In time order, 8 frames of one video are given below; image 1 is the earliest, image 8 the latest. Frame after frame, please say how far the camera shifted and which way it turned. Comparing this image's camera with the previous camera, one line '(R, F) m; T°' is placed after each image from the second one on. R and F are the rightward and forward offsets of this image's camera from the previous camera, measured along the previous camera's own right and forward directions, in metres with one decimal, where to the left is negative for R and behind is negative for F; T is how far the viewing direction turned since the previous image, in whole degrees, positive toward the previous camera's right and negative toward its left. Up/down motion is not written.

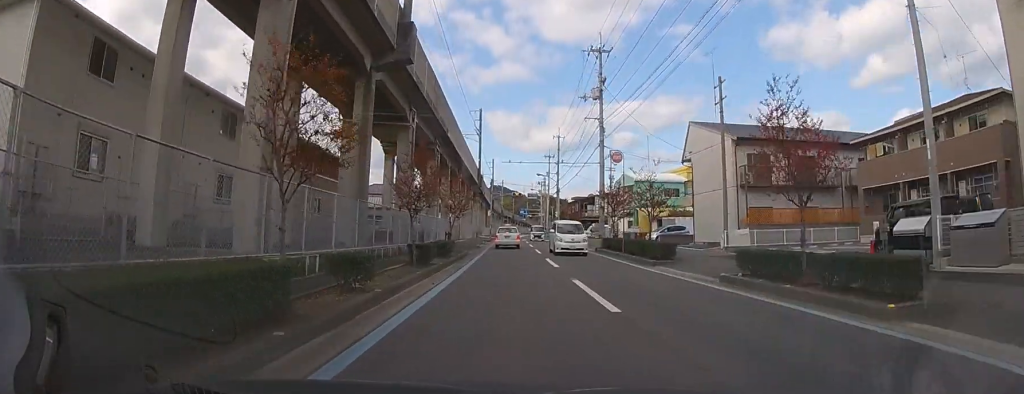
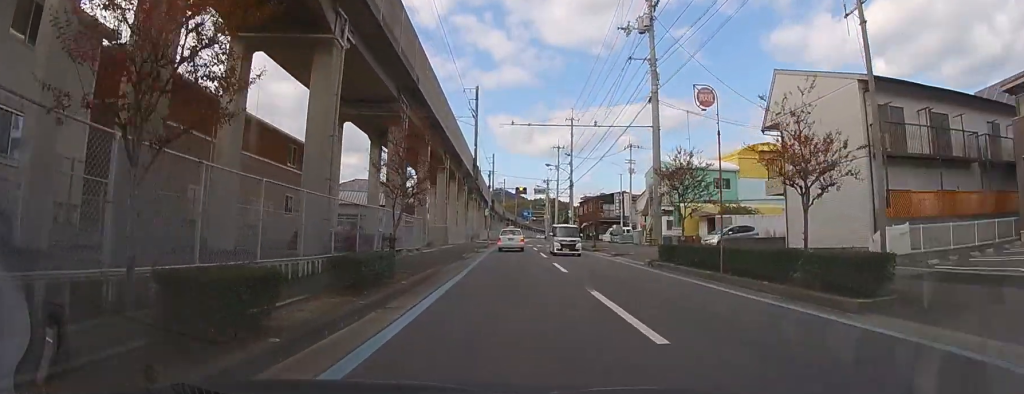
(-0.1, +12.7) m; 0°
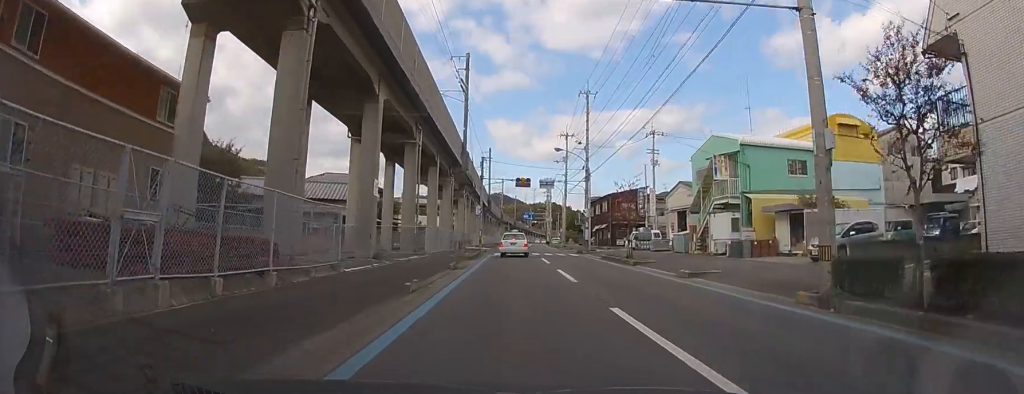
(0.0, +12.3) m; 0°
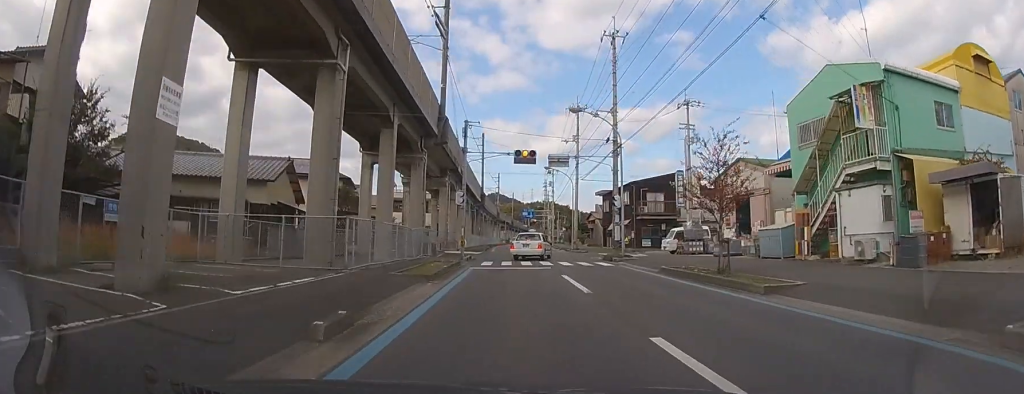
(+0.1, +12.8) m; 0°
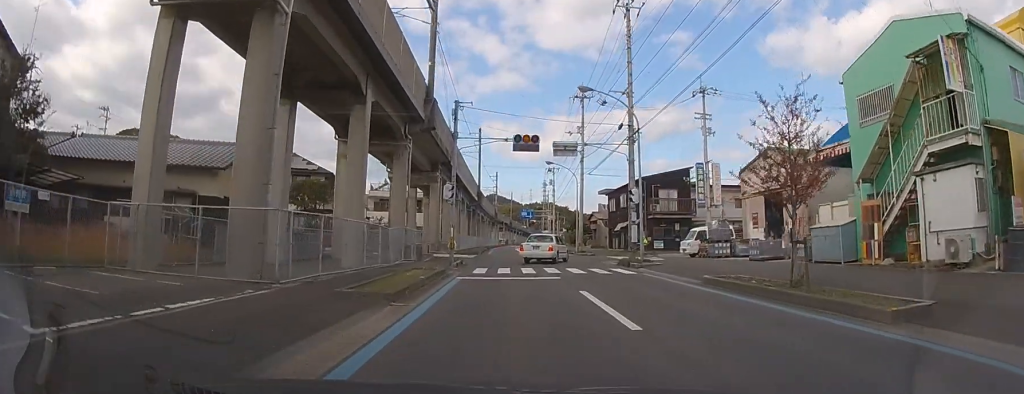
(0.0, +4.6) m; 0°
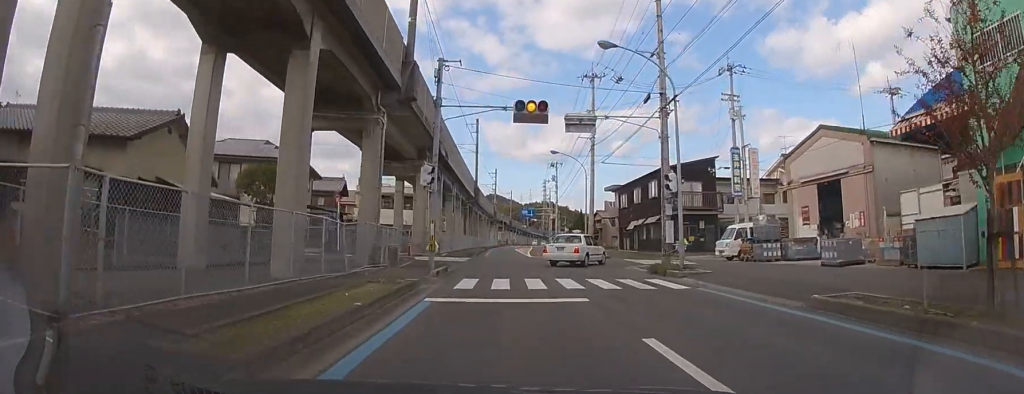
(0.0, +5.8) m; 0°
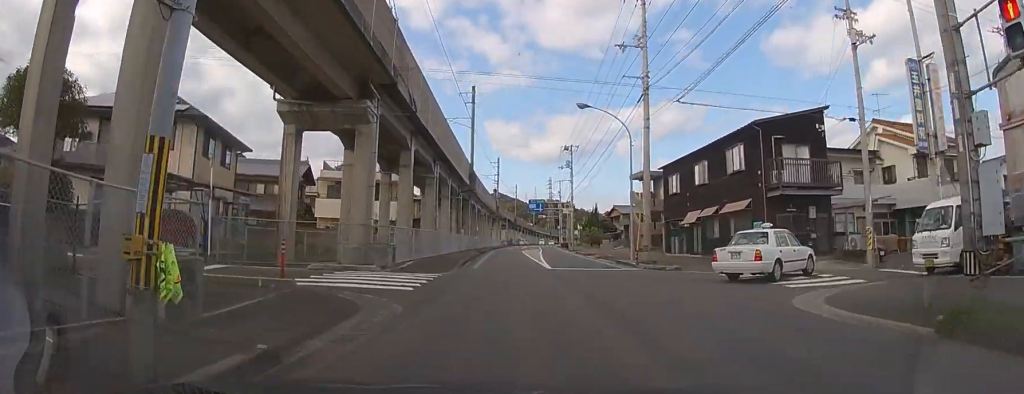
(0.0, +13.9) m; 0°
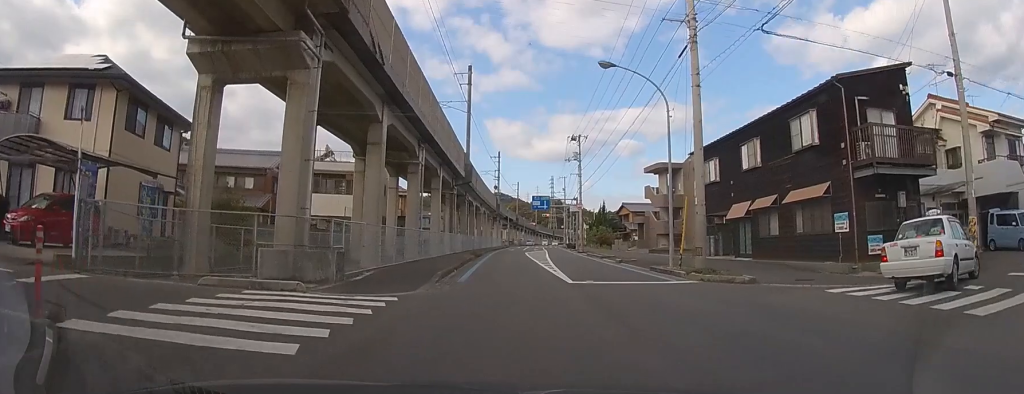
(0.0, +6.7) m; 0°
